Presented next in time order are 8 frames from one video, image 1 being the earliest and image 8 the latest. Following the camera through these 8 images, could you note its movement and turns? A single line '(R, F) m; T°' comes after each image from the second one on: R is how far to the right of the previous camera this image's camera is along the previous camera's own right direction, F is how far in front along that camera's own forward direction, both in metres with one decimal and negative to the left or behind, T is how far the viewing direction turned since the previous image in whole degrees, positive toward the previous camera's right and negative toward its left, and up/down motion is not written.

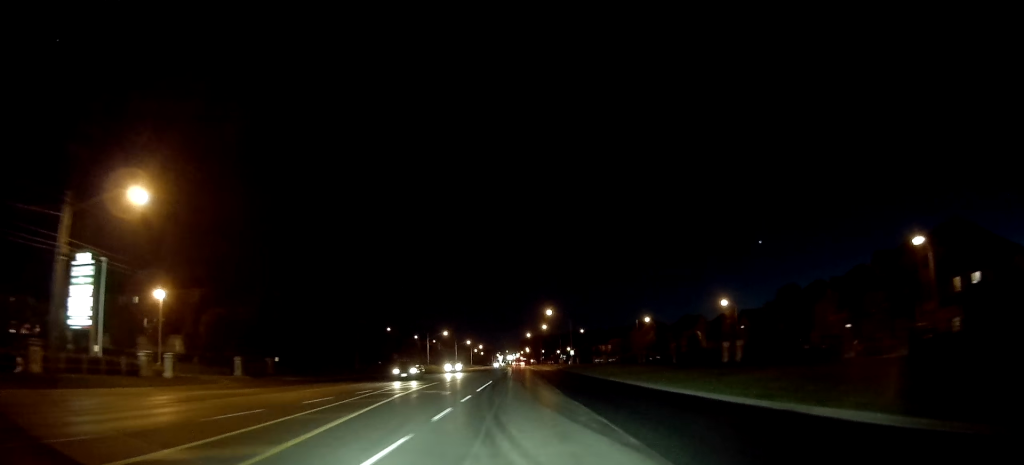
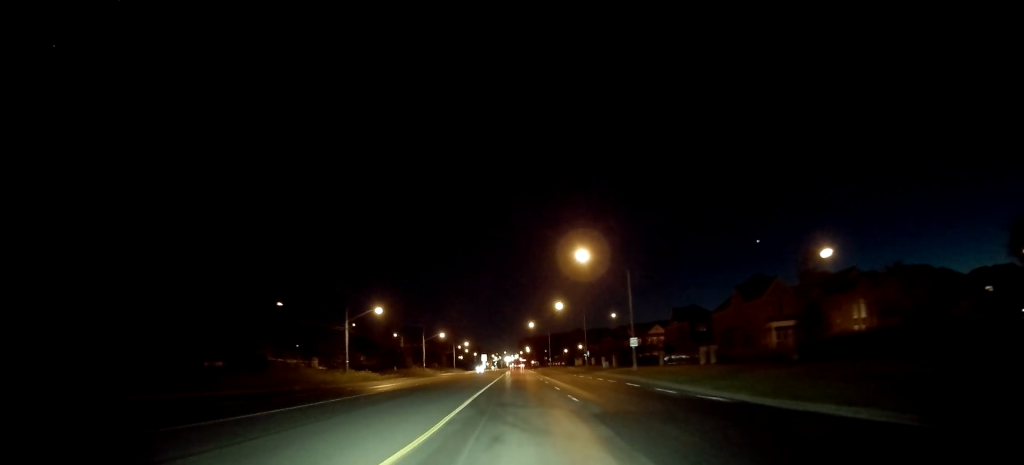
(-0.8, +61.6) m; 0°
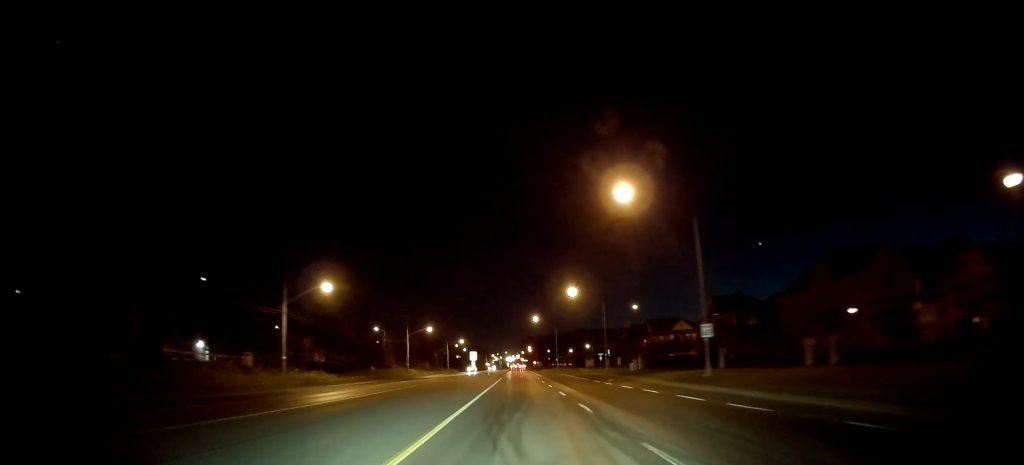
(+0.3, +19.6) m; 0°
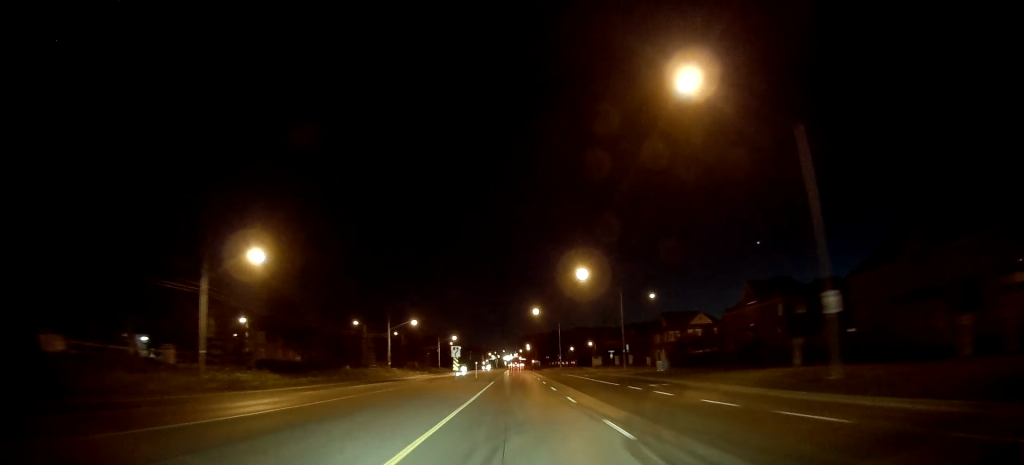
(-0.2, +14.3) m; 0°
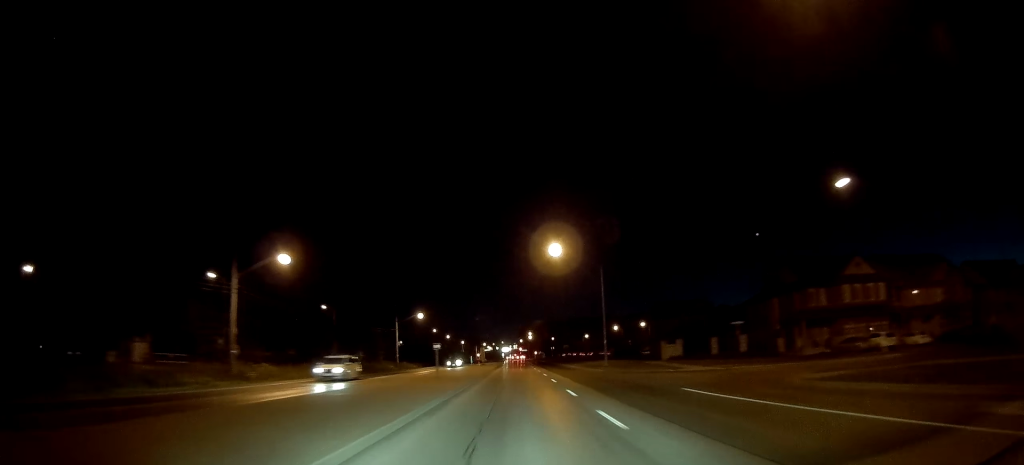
(+0.1, +51.5) m; 0°
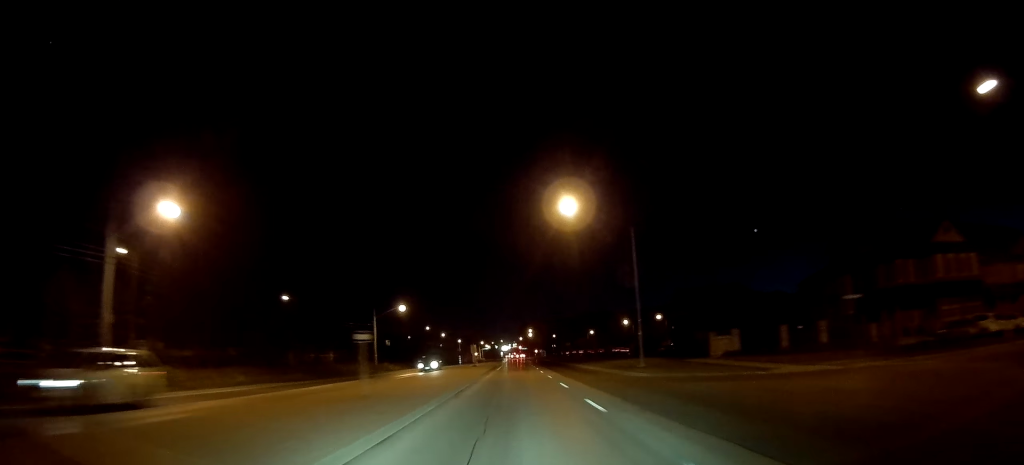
(-0.2, +15.2) m; 0°
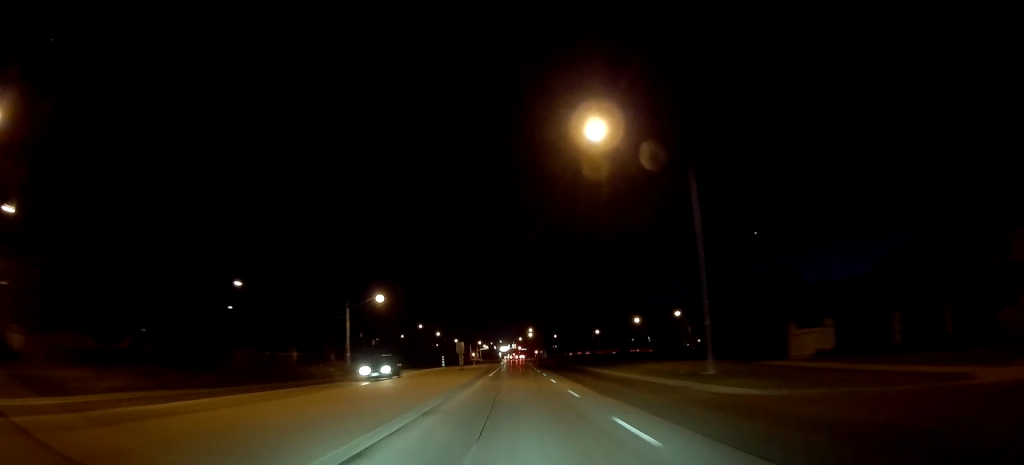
(-0.1, +14.1) m; 0°
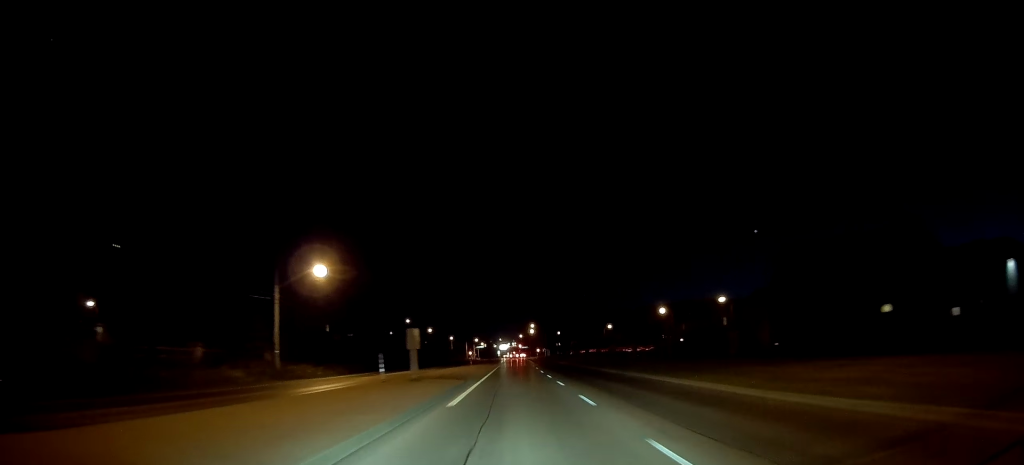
(+0.1, +22.7) m; 0°
